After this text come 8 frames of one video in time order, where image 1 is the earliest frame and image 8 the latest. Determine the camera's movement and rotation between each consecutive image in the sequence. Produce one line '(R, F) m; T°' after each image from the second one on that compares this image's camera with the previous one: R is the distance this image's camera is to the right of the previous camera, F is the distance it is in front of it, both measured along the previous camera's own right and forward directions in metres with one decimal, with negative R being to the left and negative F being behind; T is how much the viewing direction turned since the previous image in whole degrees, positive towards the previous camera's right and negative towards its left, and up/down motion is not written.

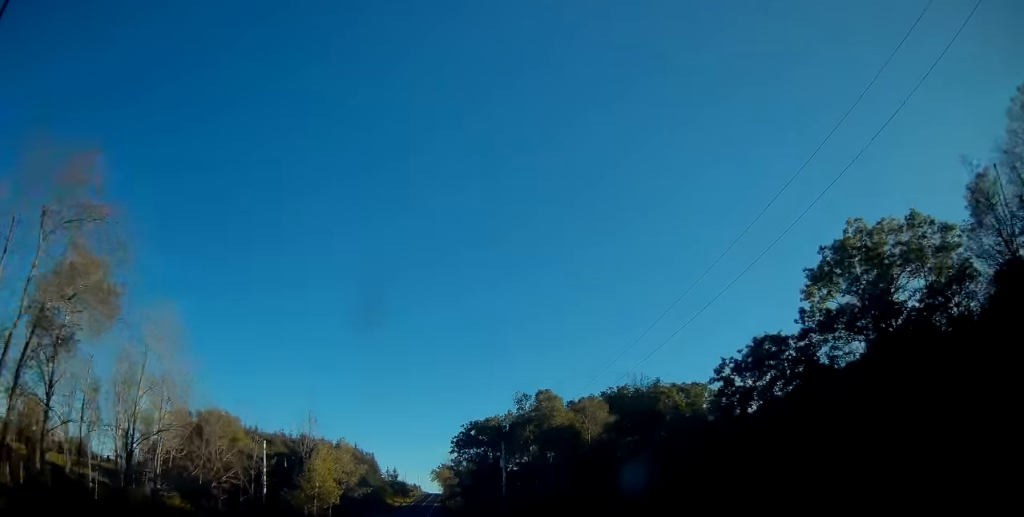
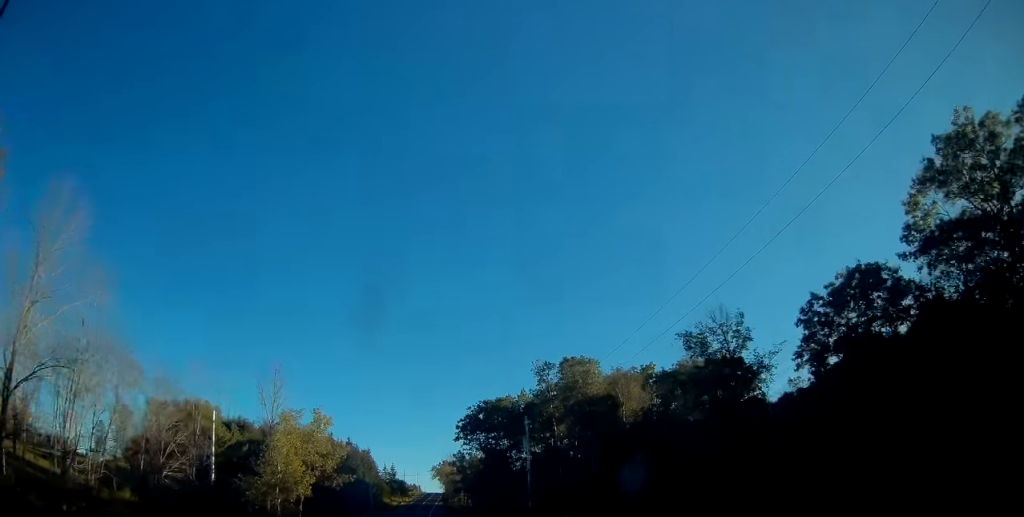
(-0.1, +14.3) m; 0°
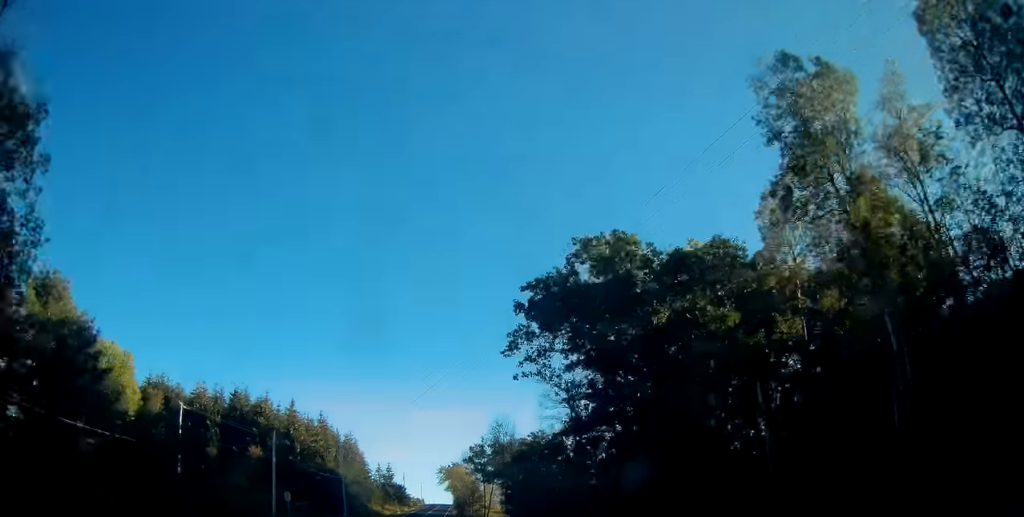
(-0.5, +46.8) m; 0°
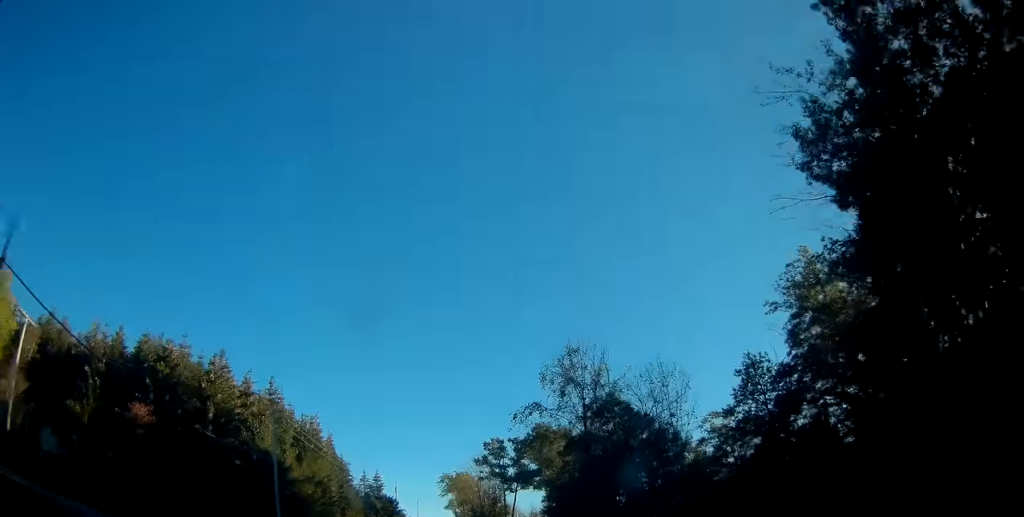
(+0.4, +34.1) m; +1°
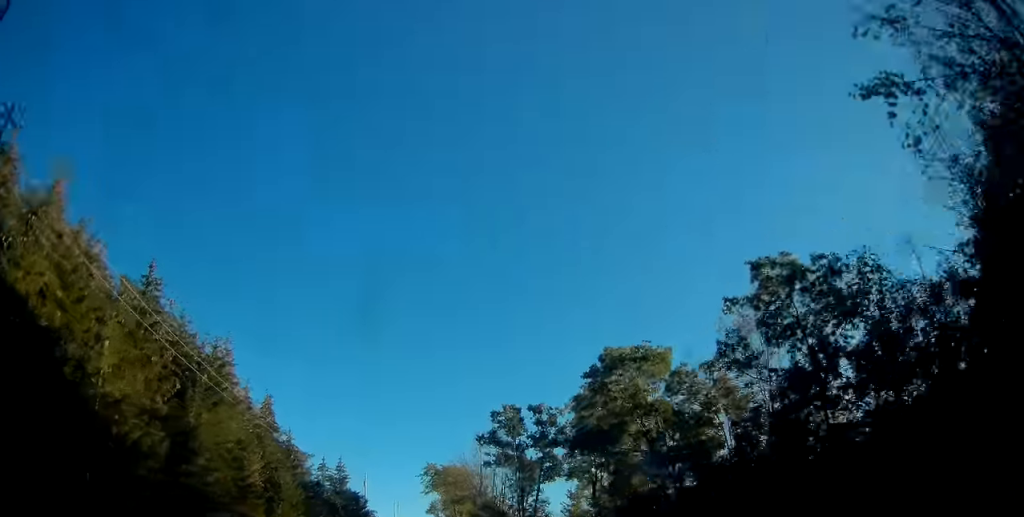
(0.0, +31.2) m; +1°
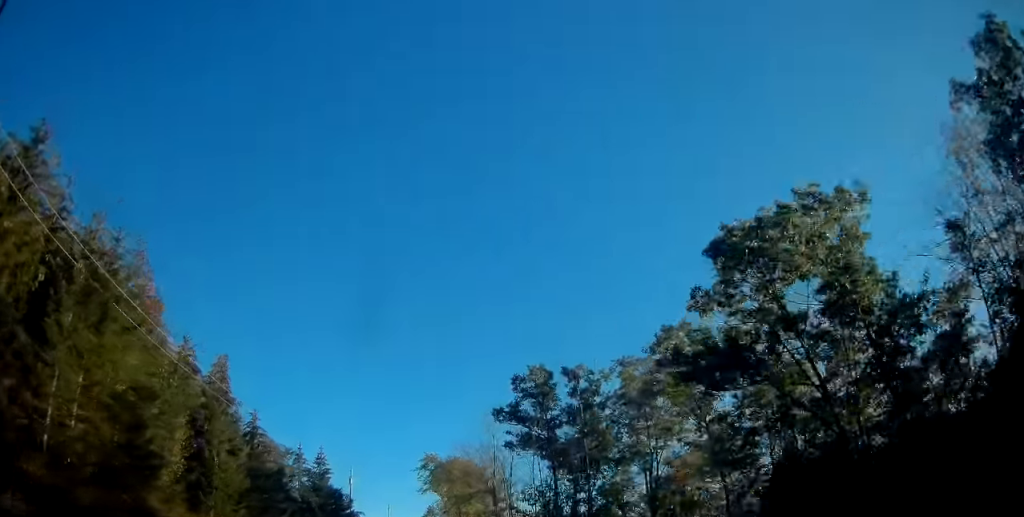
(+0.1, +16.8) m; +1°
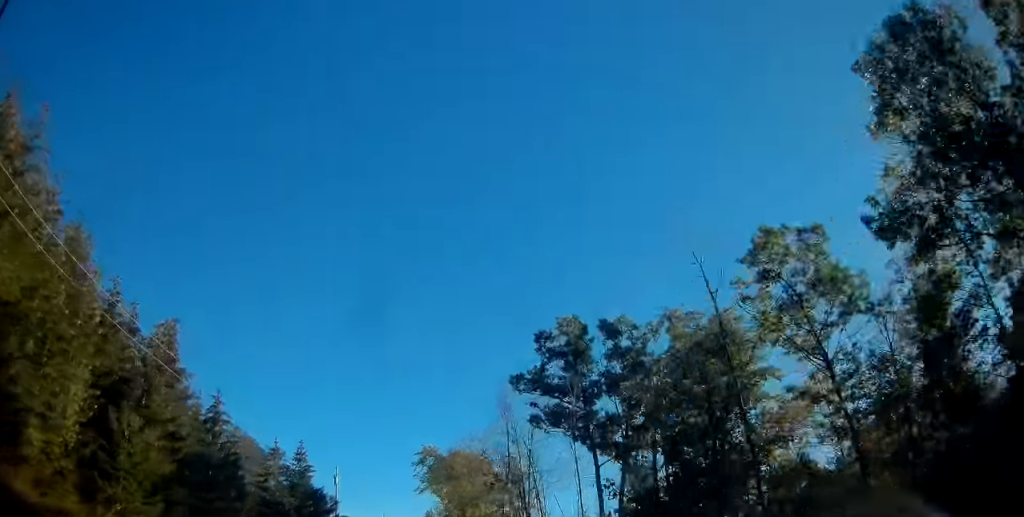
(+0.2, +11.7) m; +1°
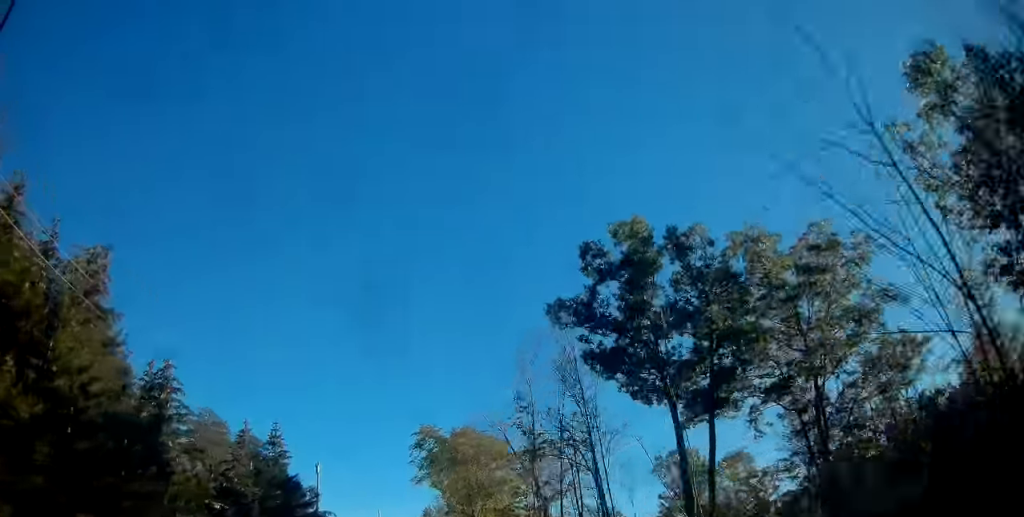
(+0.1, +11.6) m; 0°
